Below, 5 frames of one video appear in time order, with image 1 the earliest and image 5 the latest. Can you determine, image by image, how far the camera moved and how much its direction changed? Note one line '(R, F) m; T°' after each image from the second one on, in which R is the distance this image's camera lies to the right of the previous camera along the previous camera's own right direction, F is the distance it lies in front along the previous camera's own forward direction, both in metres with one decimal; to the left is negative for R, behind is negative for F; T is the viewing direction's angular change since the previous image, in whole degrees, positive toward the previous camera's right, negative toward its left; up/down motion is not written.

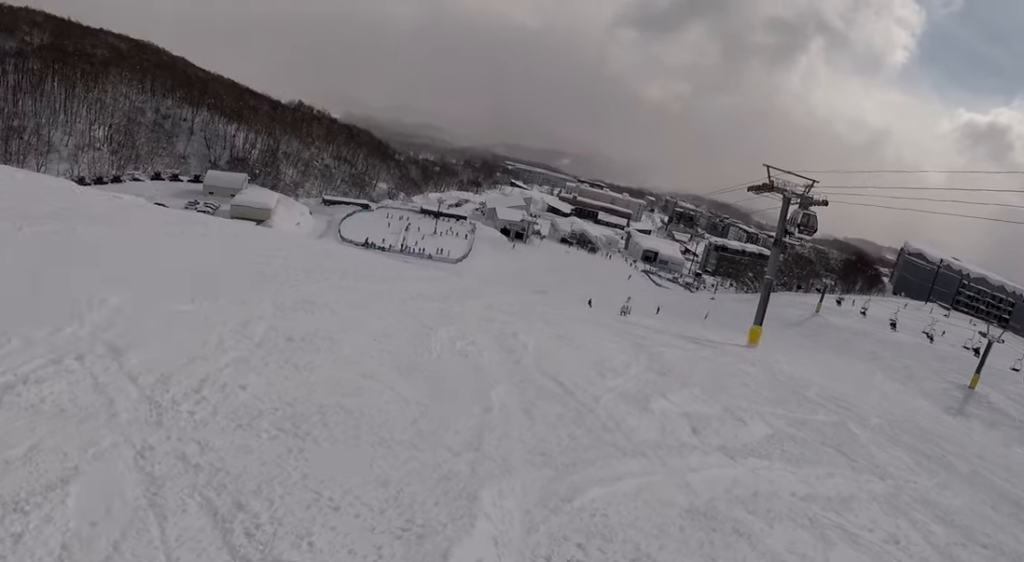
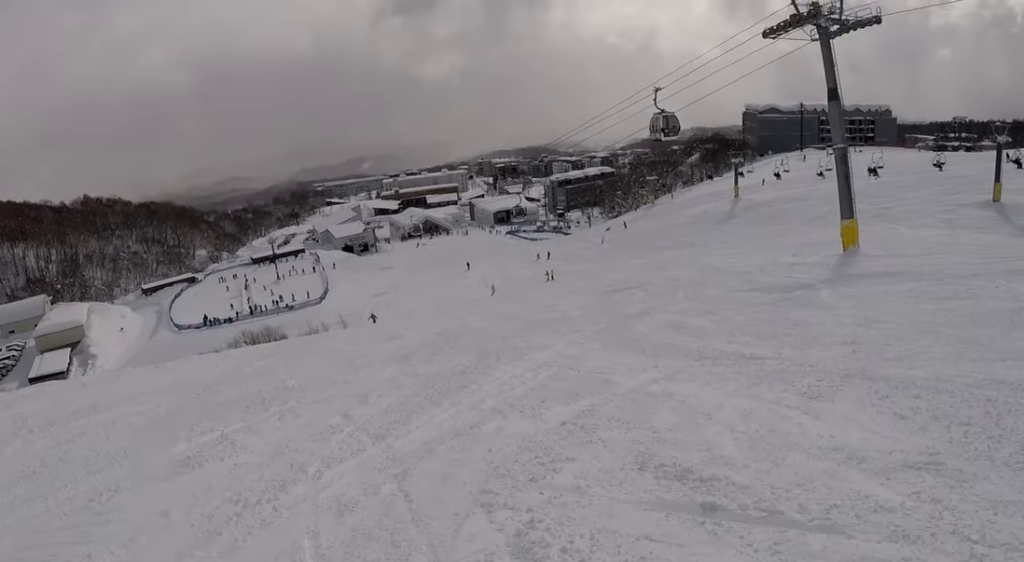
(-13.2, +24.4) m; -1°
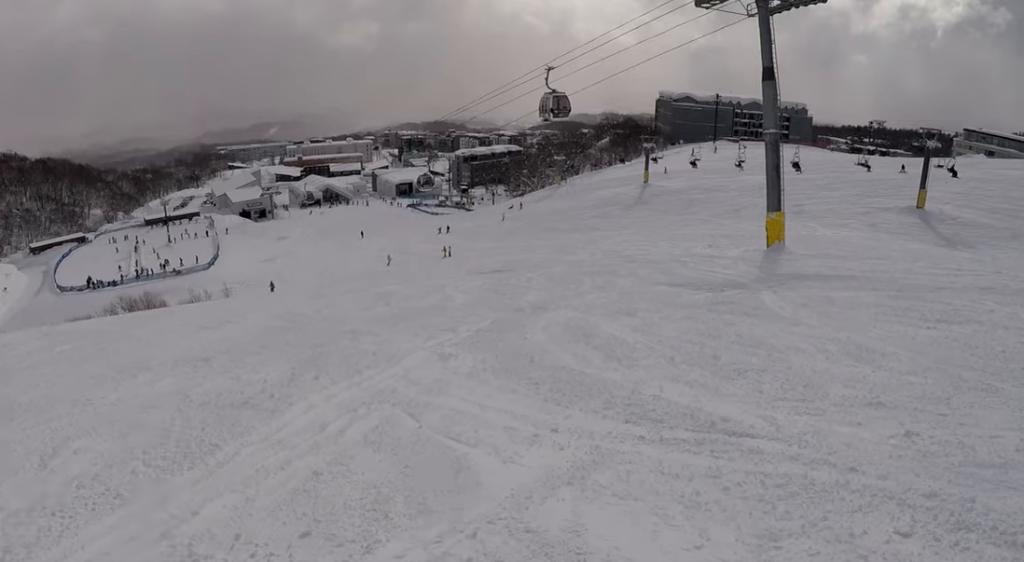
(+0.4, +4.0) m; +9°
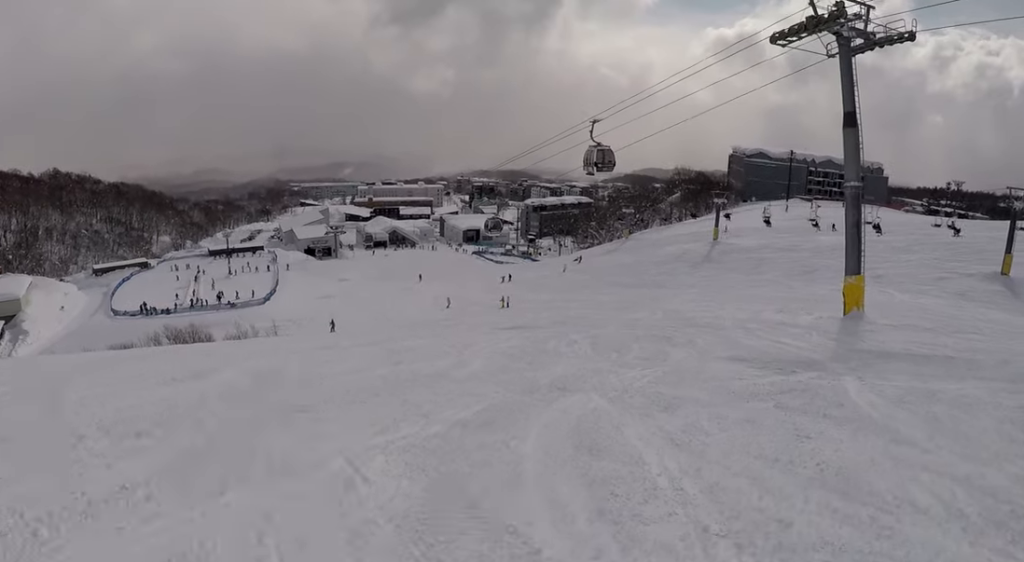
(+0.4, +3.4) m; -3°
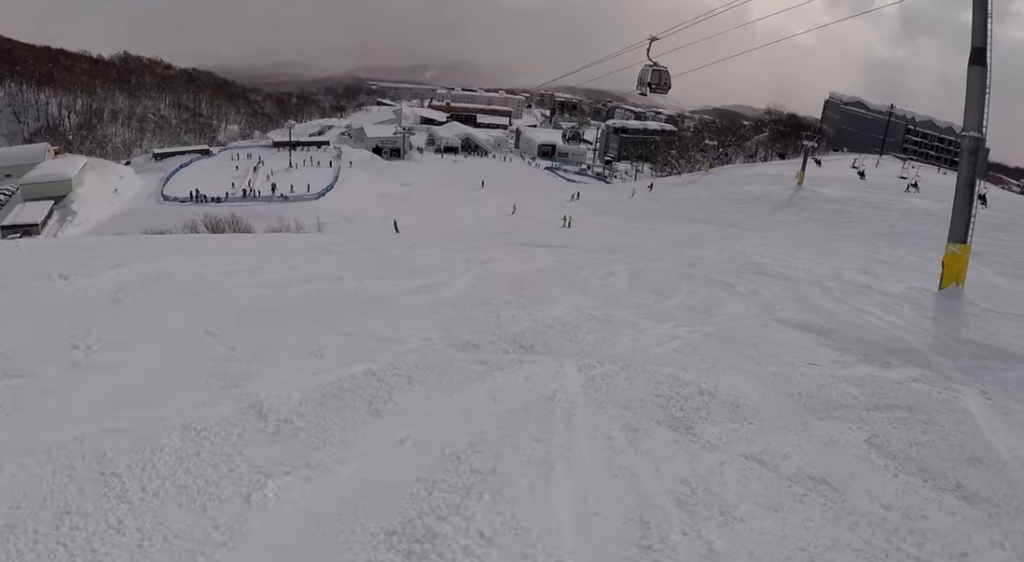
(+0.4, +4.3) m; -5°
